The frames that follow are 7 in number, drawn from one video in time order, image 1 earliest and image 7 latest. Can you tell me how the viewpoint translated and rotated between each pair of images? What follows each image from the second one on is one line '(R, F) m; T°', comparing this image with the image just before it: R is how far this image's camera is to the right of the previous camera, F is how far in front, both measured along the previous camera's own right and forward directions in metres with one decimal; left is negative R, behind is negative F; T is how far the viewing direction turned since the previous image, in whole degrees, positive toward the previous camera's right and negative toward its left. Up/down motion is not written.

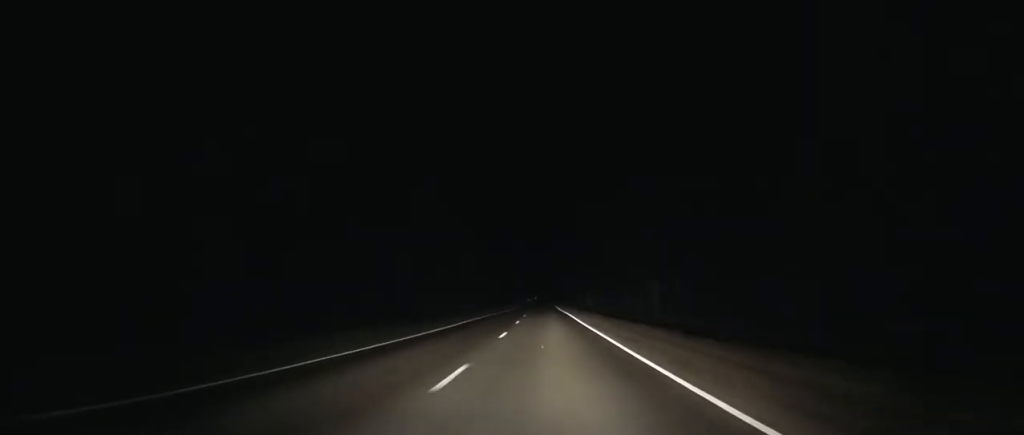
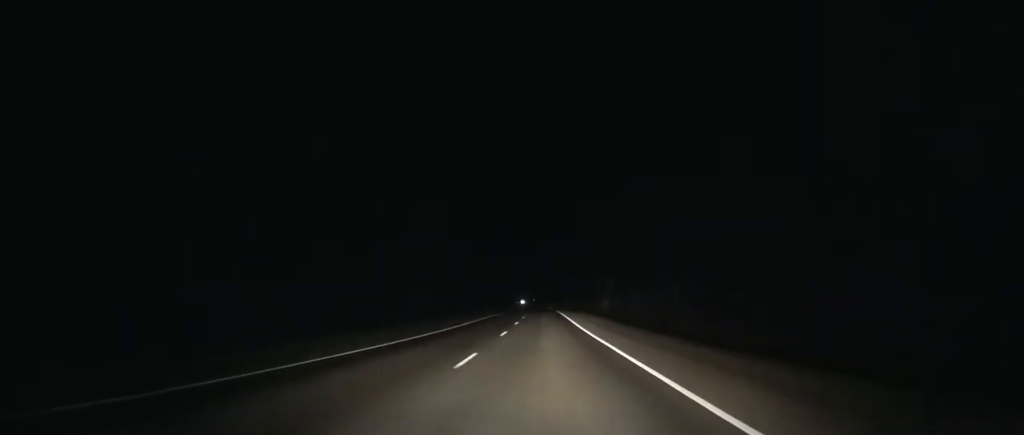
(+0.1, +43.7) m; 0°
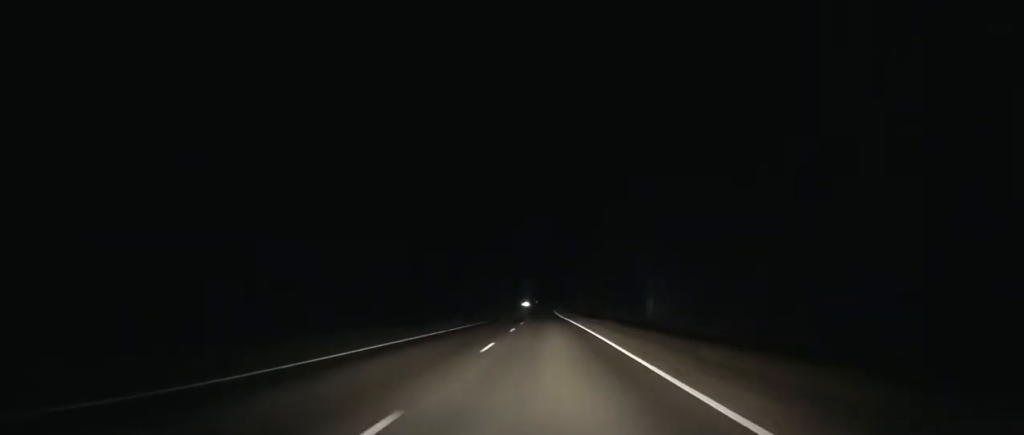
(-0.4, +42.3) m; 0°
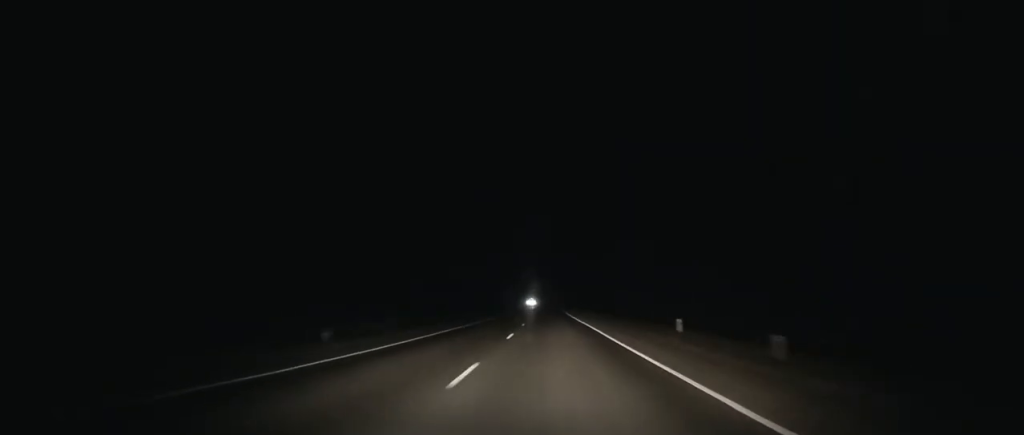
(0.0, +182.6) m; 0°
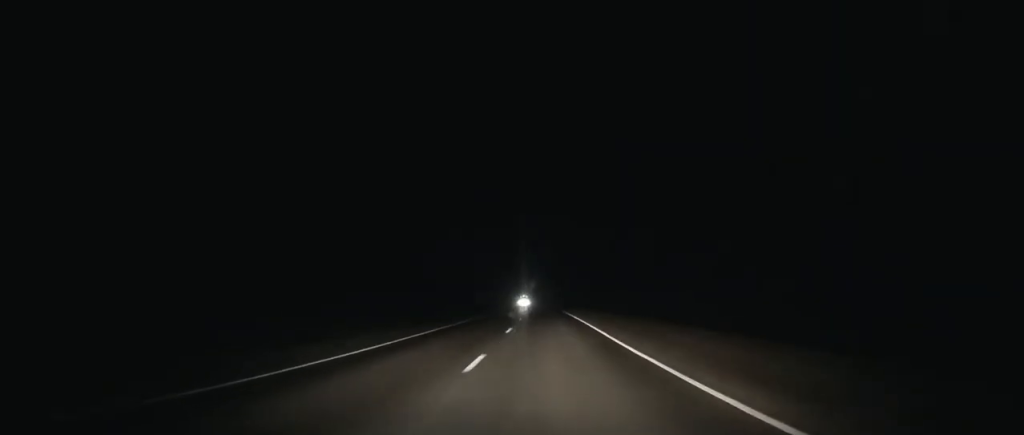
(+0.2, +82.8) m; 0°
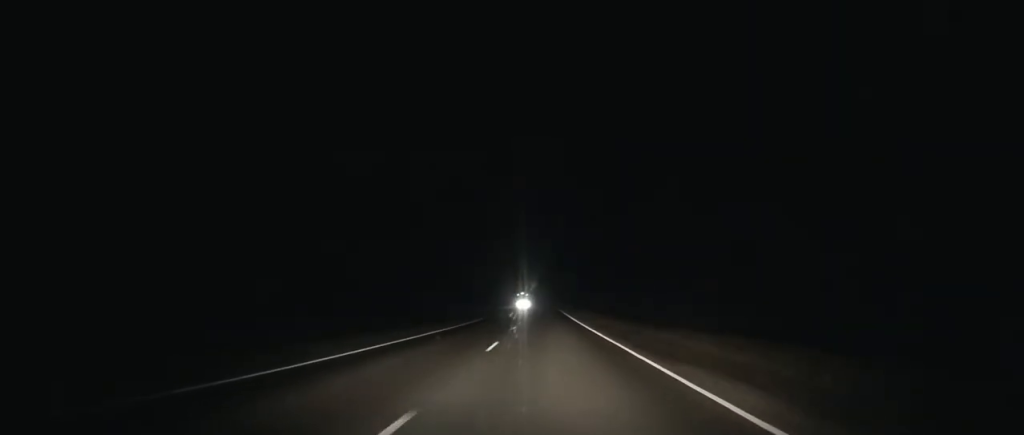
(+0.1, +56.1) m; 0°
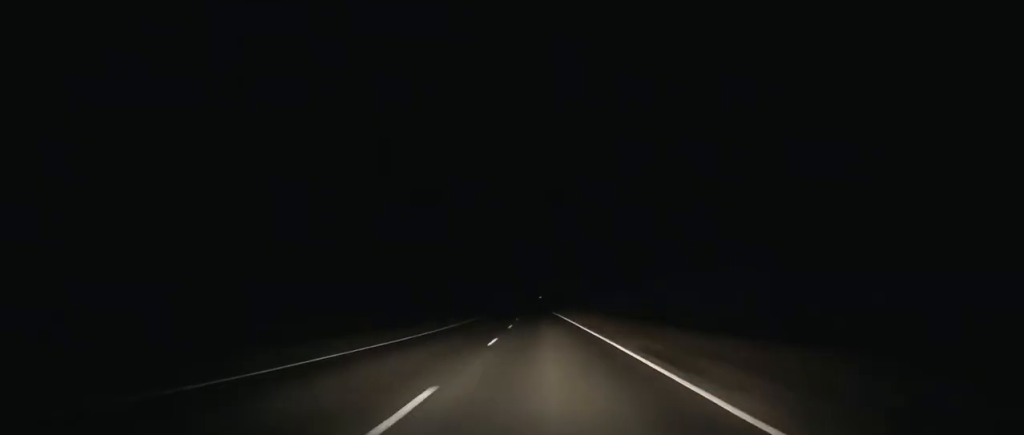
(-1.3, +126.4) m; -2°
